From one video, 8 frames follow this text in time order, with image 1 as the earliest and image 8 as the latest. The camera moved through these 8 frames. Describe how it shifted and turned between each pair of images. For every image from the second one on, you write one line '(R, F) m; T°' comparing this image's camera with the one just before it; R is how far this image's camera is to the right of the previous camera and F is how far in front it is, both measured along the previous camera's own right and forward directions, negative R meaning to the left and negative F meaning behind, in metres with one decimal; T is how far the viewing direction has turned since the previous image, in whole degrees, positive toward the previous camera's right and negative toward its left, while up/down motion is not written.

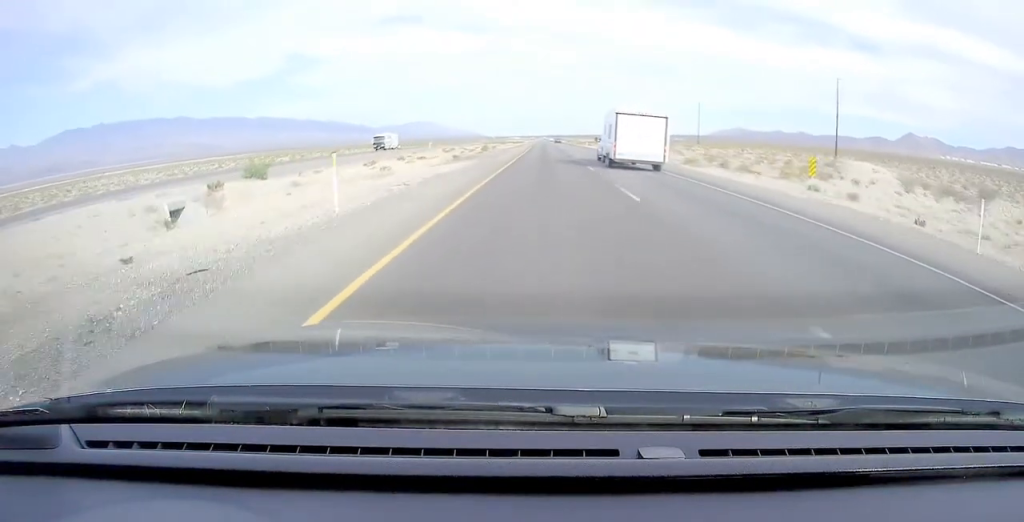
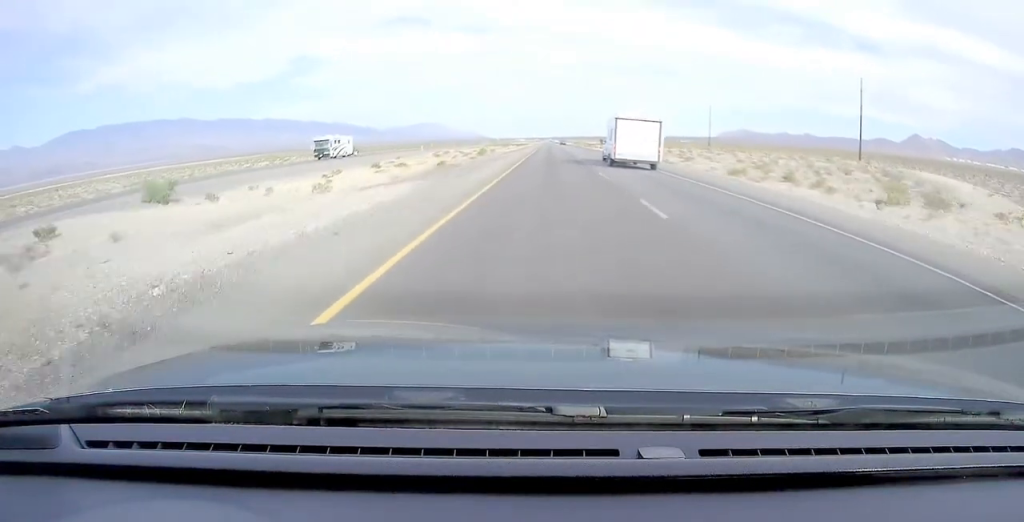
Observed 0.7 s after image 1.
(+0.2, +15.7) m; -1°
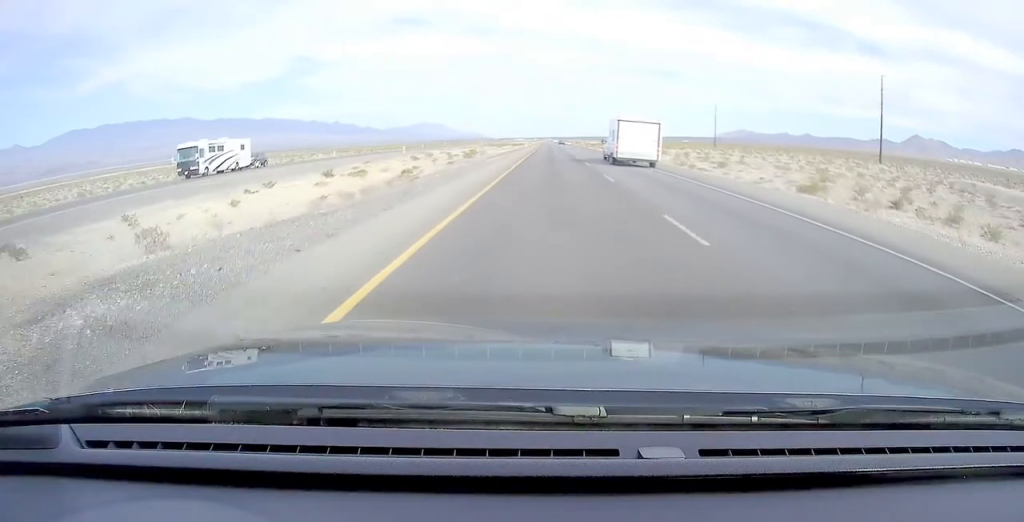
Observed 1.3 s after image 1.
(-0.3, +15.5) m; 0°
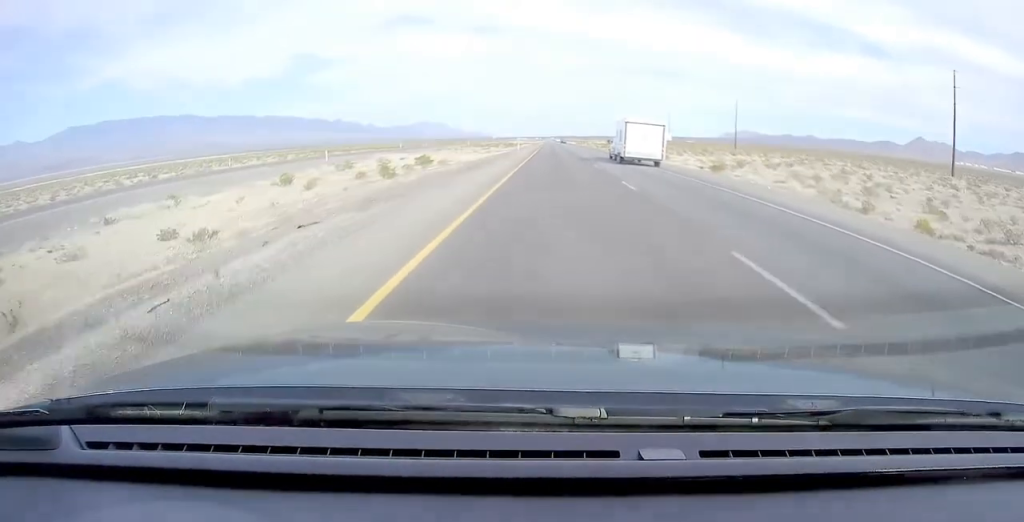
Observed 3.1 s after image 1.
(0.0, +40.0) m; 0°
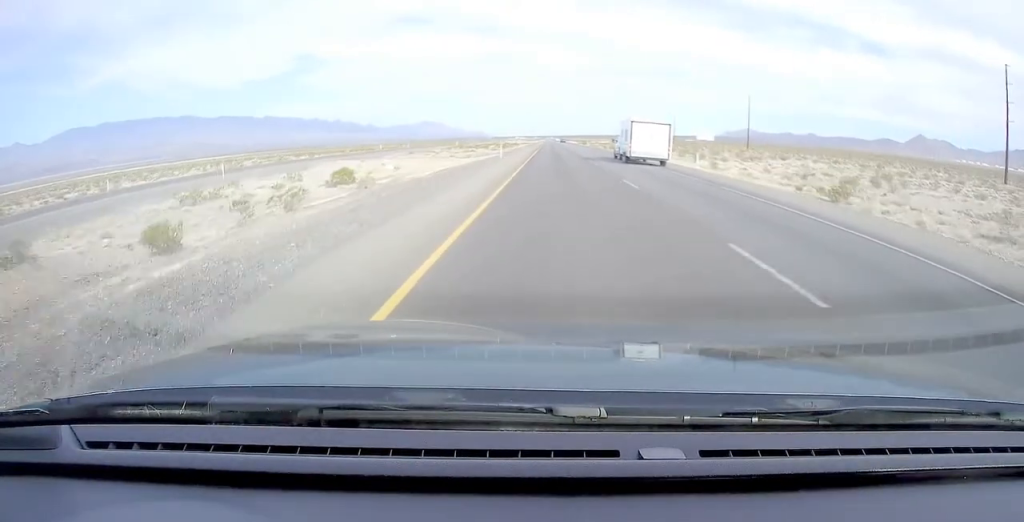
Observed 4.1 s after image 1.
(0.0, +23.0) m; 0°
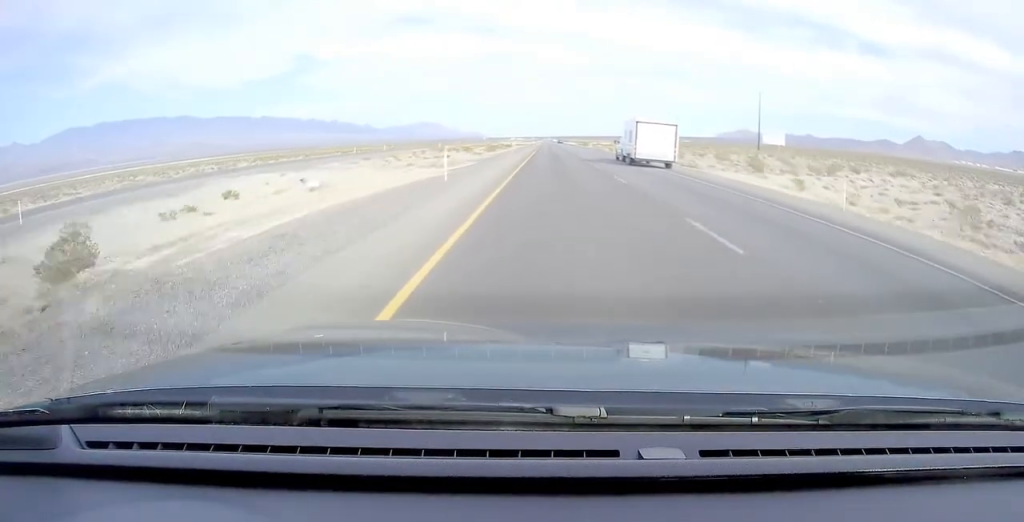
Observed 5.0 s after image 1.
(+0.2, +21.6) m; 0°
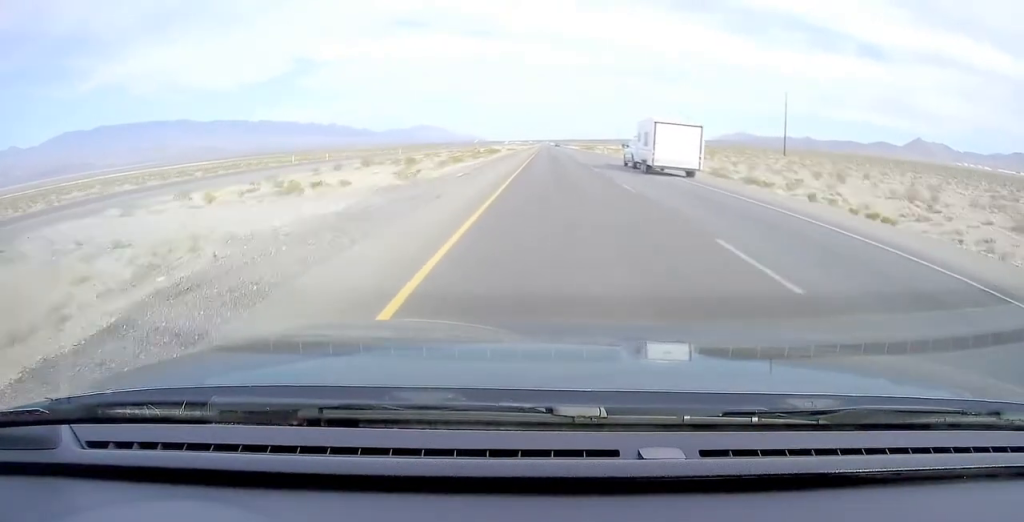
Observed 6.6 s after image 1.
(+0.2, +37.9) m; 0°
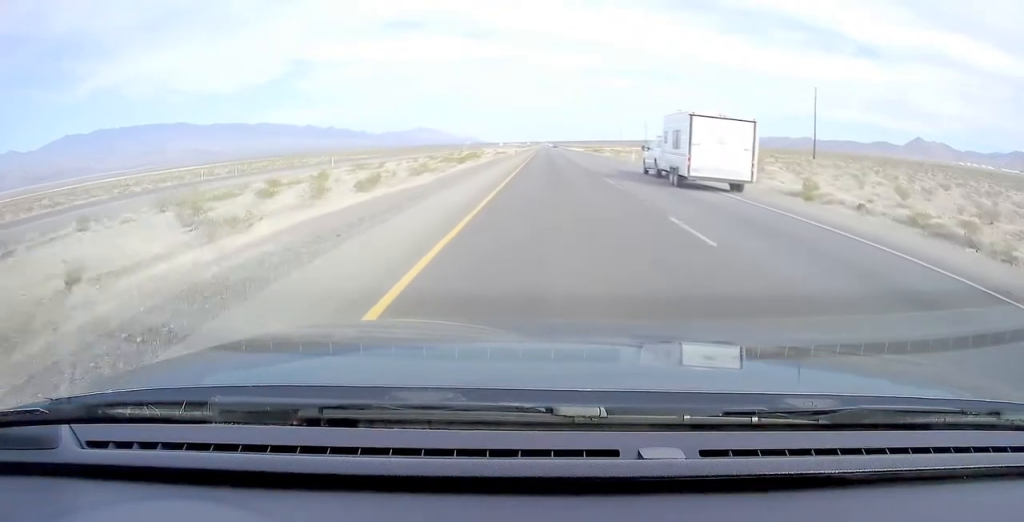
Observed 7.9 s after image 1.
(-0.3, +32.7) m; -1°
